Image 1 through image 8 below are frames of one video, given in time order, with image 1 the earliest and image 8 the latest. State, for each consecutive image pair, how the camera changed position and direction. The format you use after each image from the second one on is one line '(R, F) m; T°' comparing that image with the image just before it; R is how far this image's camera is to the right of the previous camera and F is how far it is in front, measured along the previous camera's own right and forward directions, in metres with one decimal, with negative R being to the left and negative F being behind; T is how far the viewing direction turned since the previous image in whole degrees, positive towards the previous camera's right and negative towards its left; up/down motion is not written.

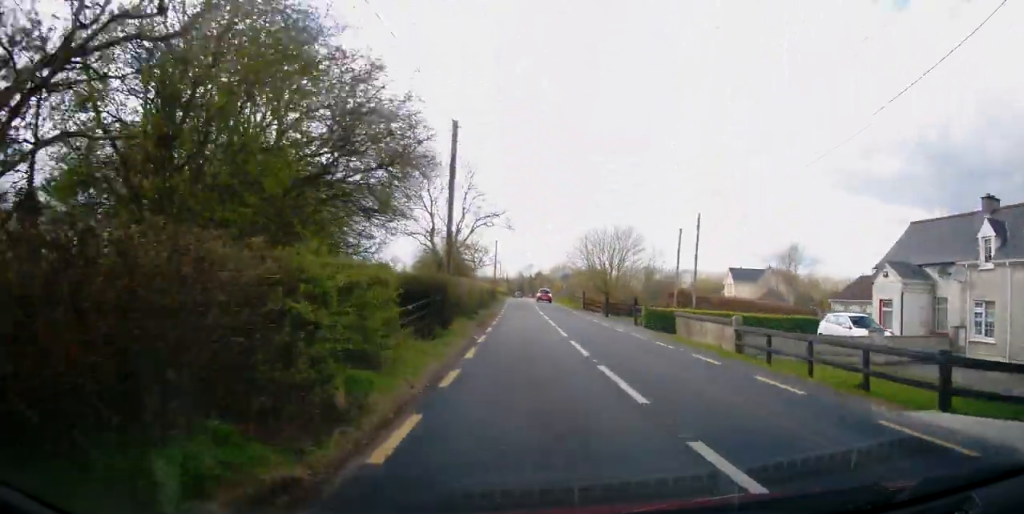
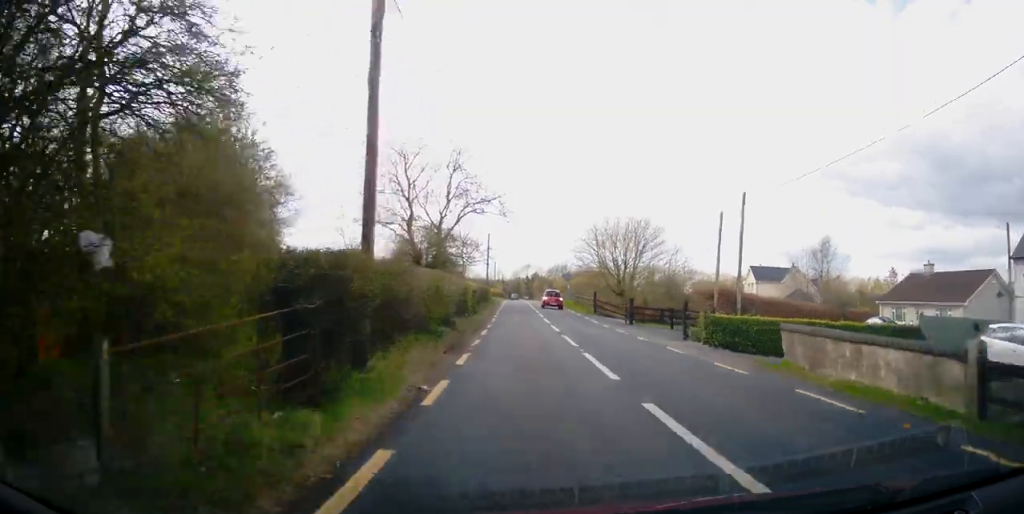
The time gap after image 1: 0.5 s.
(0.0, +9.8) m; 0°
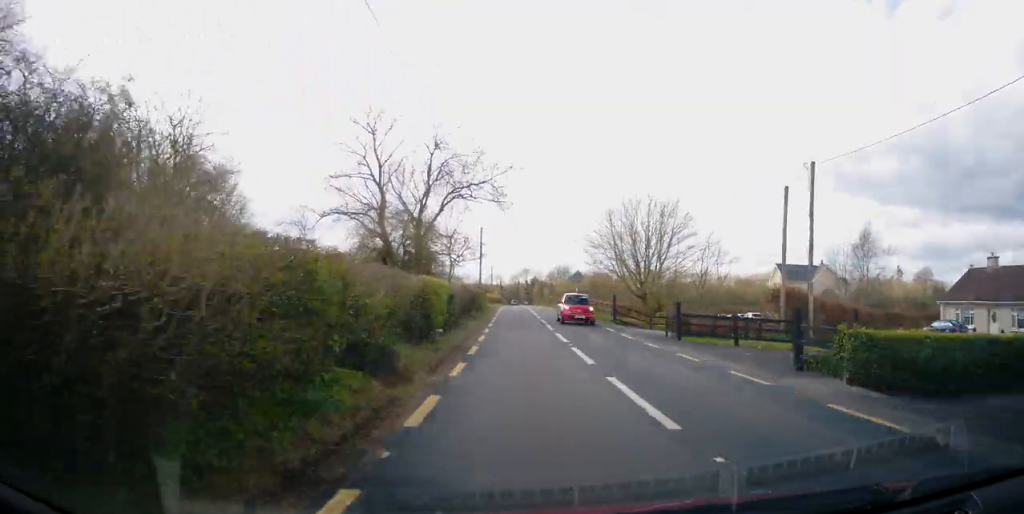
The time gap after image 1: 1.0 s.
(0.0, +9.2) m; +1°
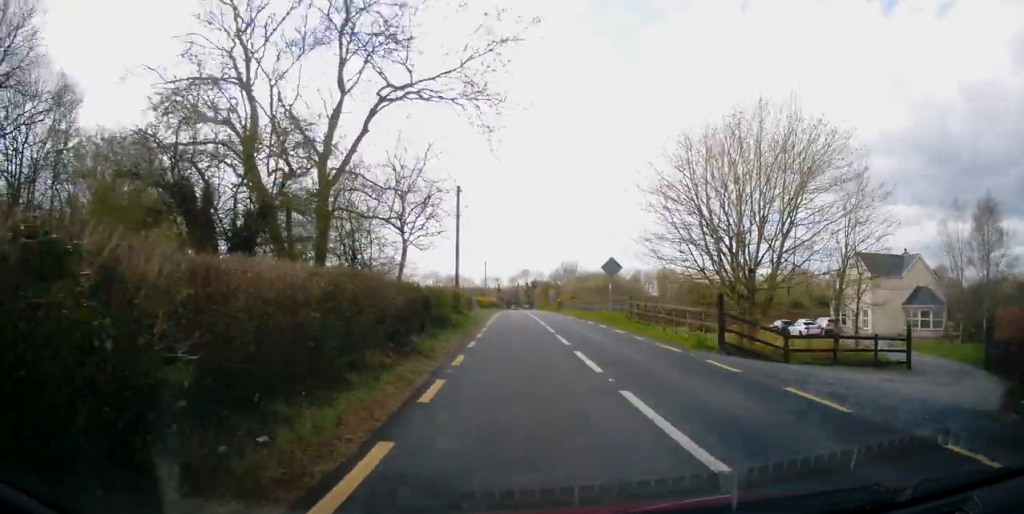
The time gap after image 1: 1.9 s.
(+0.3, +19.0) m; +1°
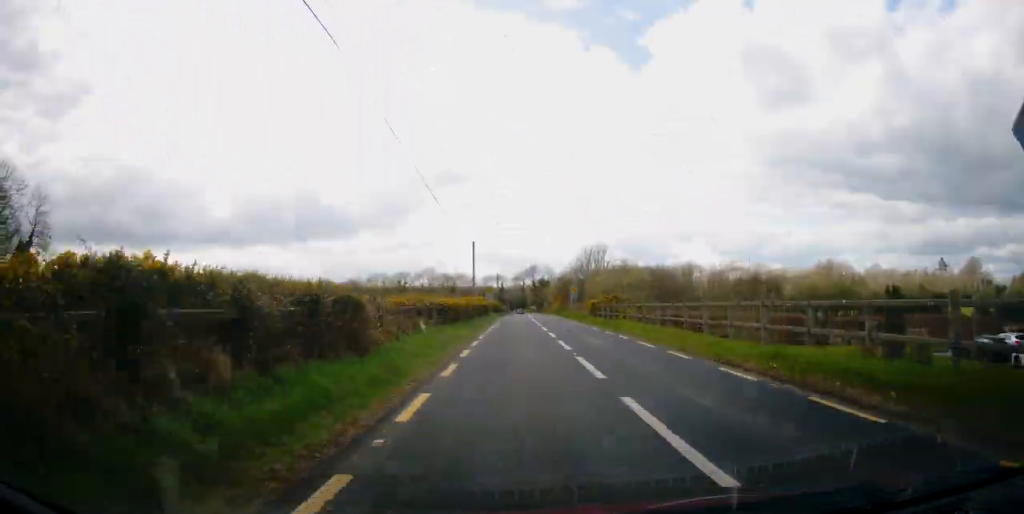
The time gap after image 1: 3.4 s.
(-0.1, +29.1) m; -1°
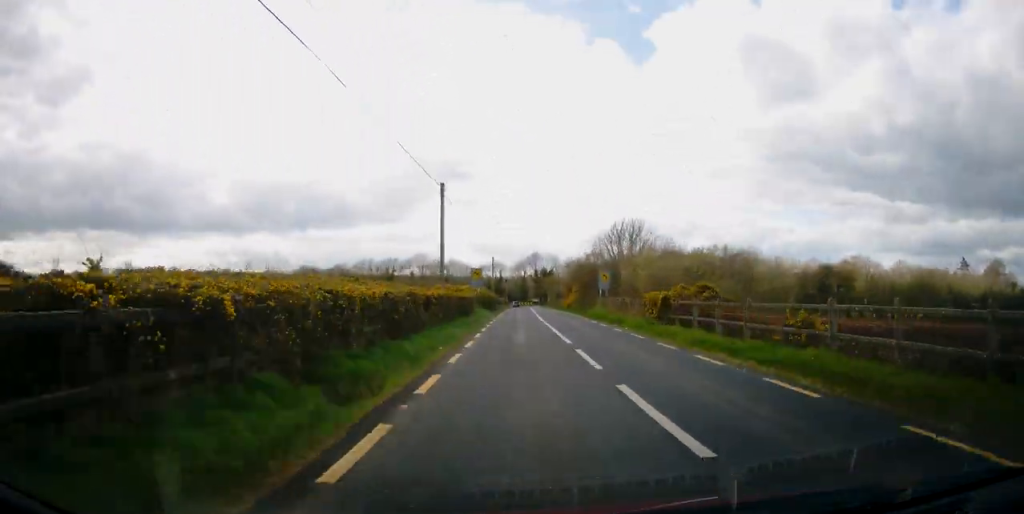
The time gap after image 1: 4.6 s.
(-0.2, +22.4) m; -1°
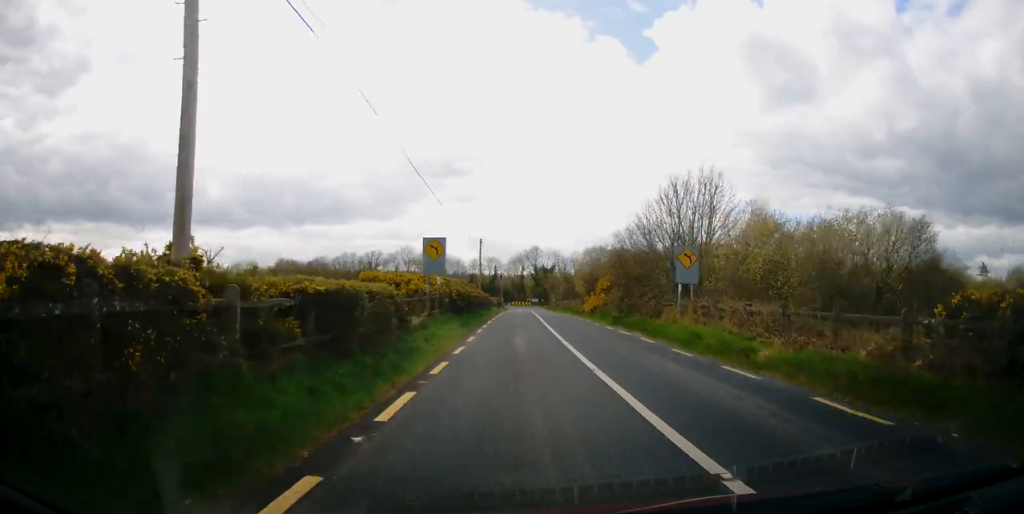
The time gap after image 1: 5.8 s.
(+0.1, +22.0) m; +1°
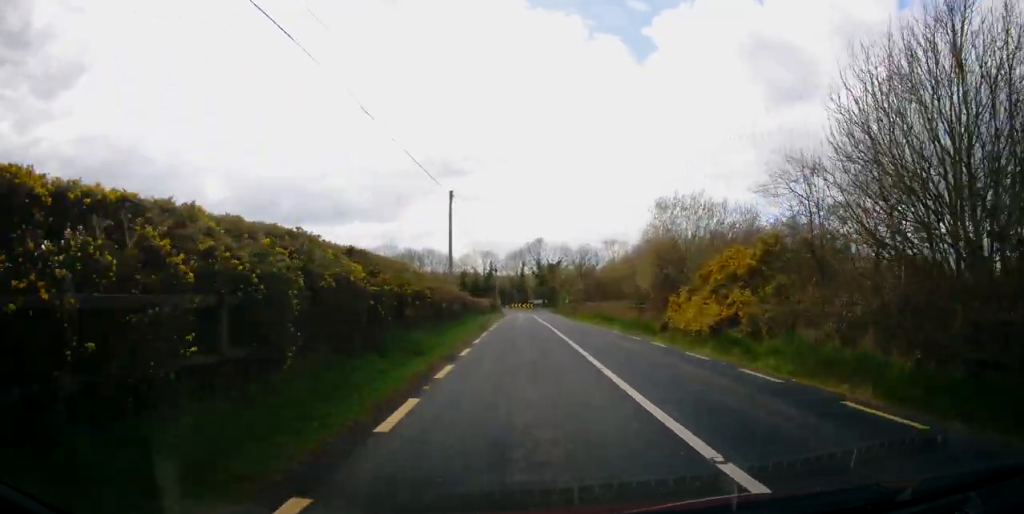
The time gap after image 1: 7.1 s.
(0.0, +24.8) m; 0°
